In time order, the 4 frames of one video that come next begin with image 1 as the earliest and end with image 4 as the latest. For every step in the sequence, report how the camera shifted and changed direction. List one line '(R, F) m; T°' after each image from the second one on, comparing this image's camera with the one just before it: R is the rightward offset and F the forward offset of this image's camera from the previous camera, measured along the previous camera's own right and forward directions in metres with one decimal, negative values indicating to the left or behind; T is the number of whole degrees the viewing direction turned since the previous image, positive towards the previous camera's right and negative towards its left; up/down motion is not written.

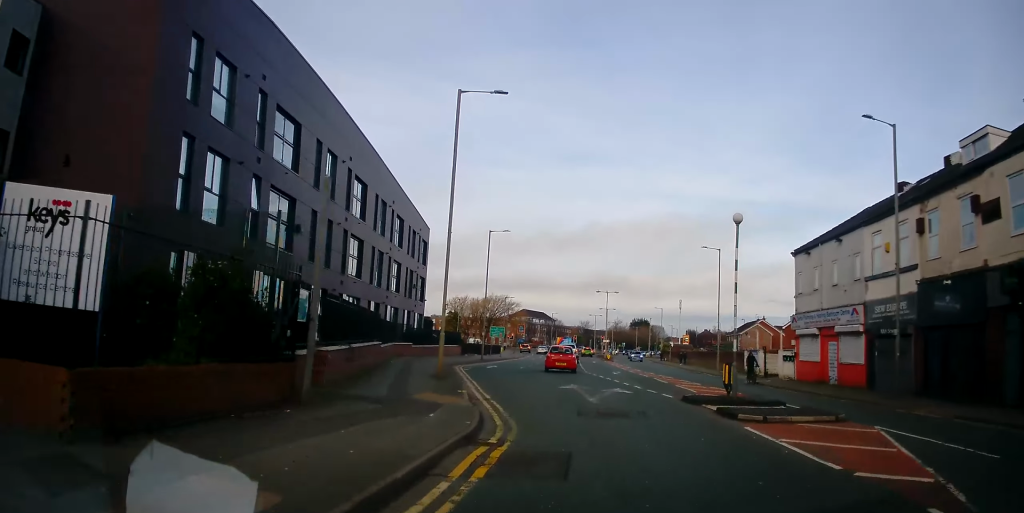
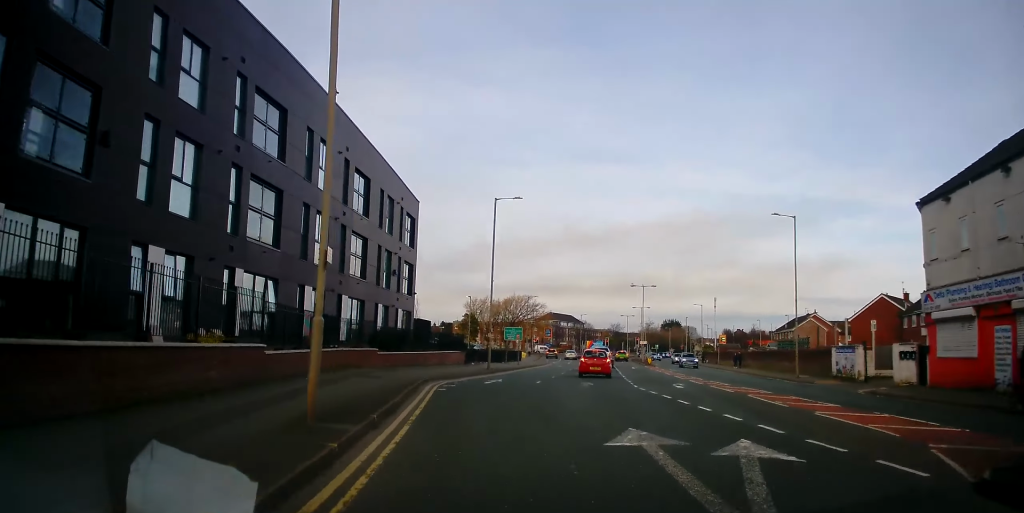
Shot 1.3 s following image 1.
(0.0, +12.1) m; +1°
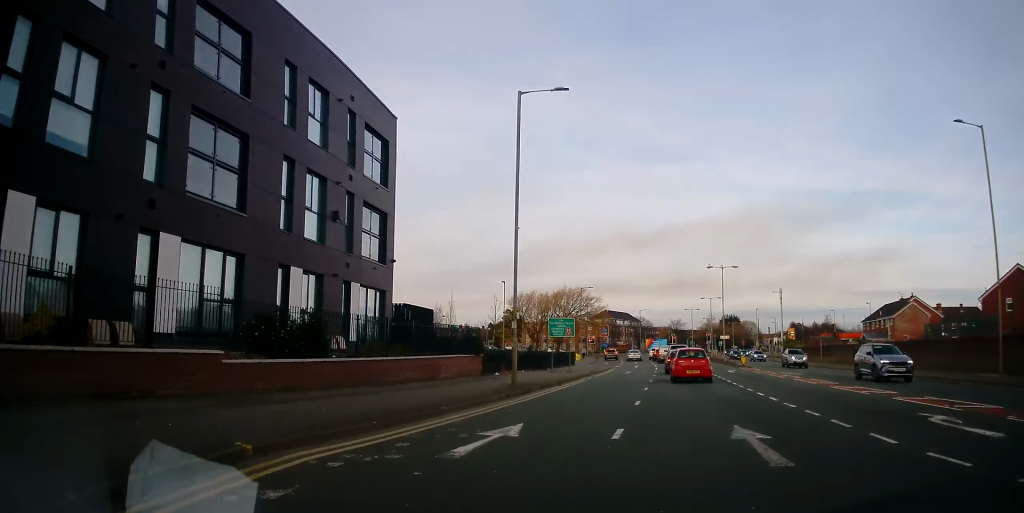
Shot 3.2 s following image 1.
(-0.3, +16.1) m; -5°
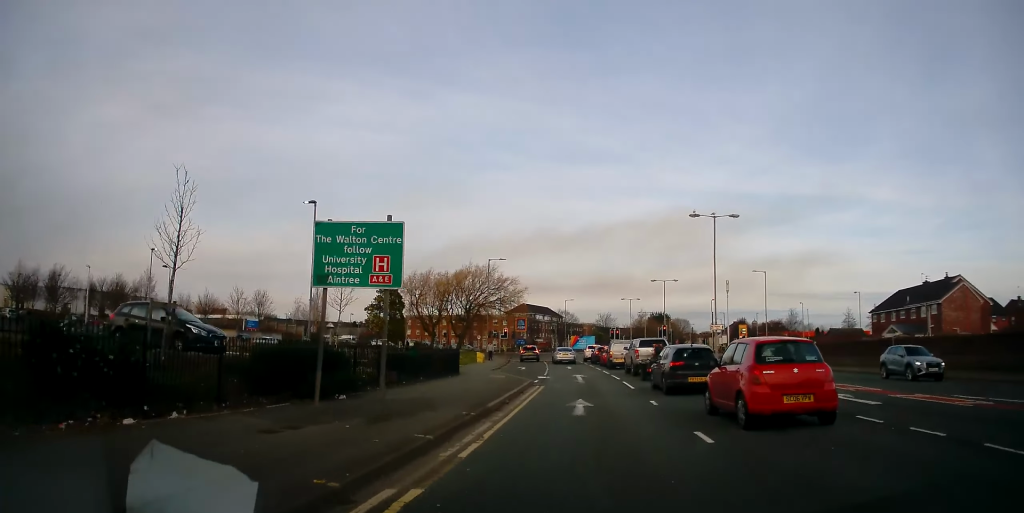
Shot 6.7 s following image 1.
(+0.3, +26.2) m; +5°
